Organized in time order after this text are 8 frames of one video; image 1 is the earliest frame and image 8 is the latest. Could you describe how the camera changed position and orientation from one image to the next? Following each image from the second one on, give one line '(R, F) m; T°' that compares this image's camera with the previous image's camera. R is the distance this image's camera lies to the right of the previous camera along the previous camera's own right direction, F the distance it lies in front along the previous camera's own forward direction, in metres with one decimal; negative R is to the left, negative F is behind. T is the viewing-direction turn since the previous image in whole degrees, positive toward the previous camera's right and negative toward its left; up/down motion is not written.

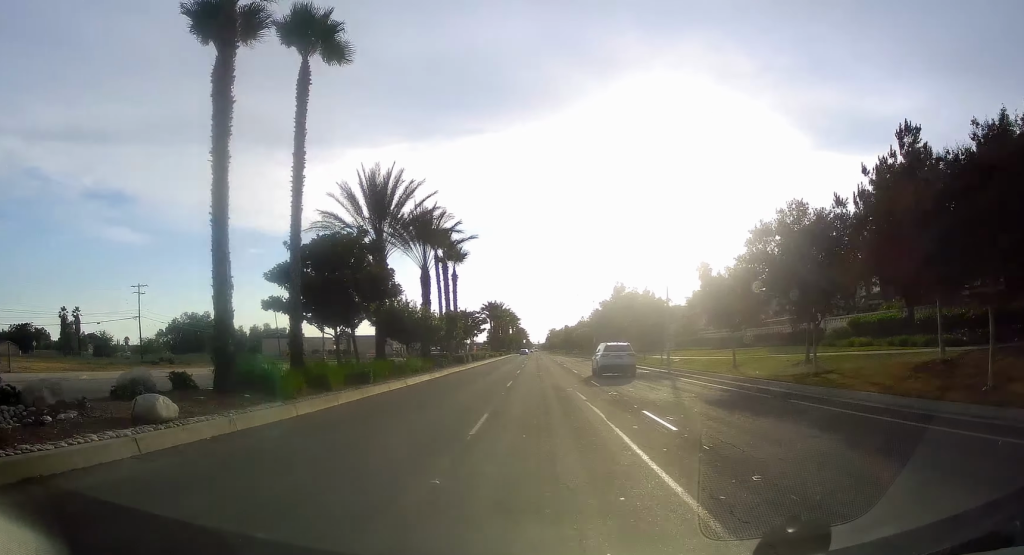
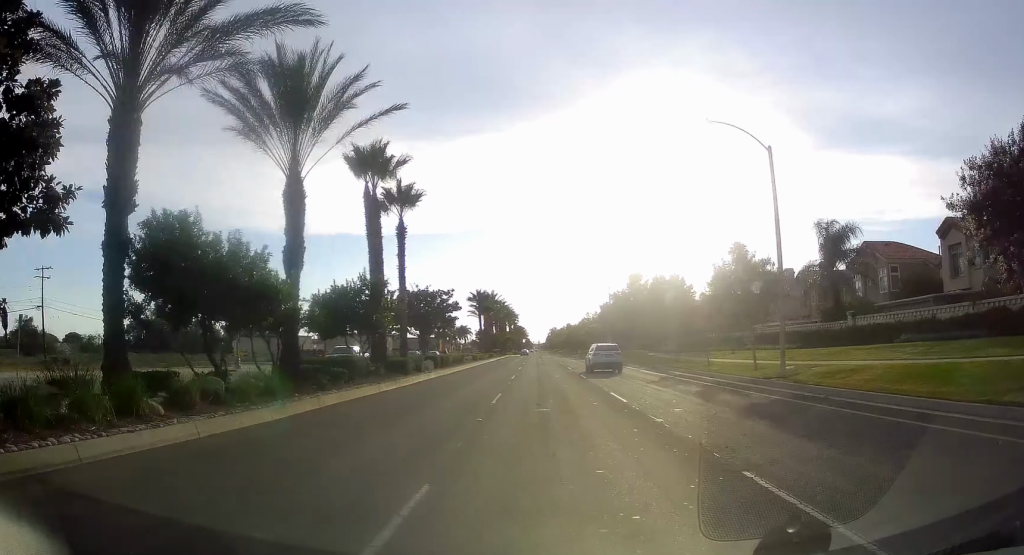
(0.0, +23.0) m; 0°
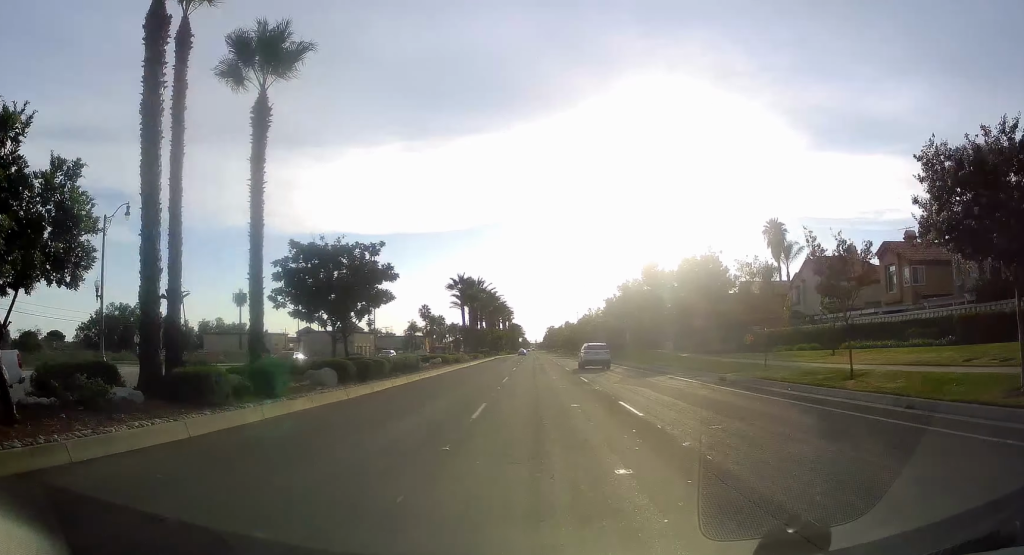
(0.0, +18.4) m; 0°
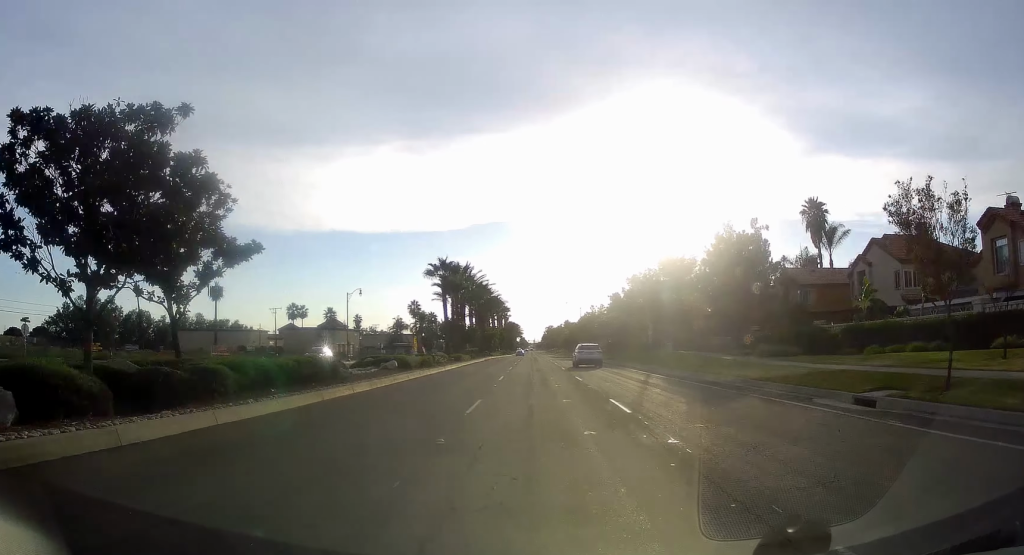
(0.0, +13.9) m; 0°
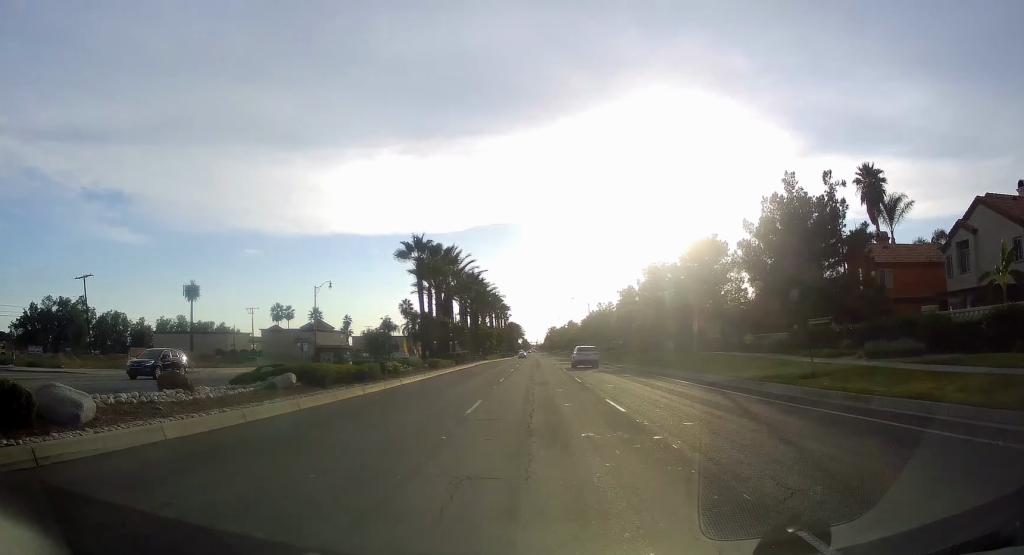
(0.0, +14.0) m; 0°
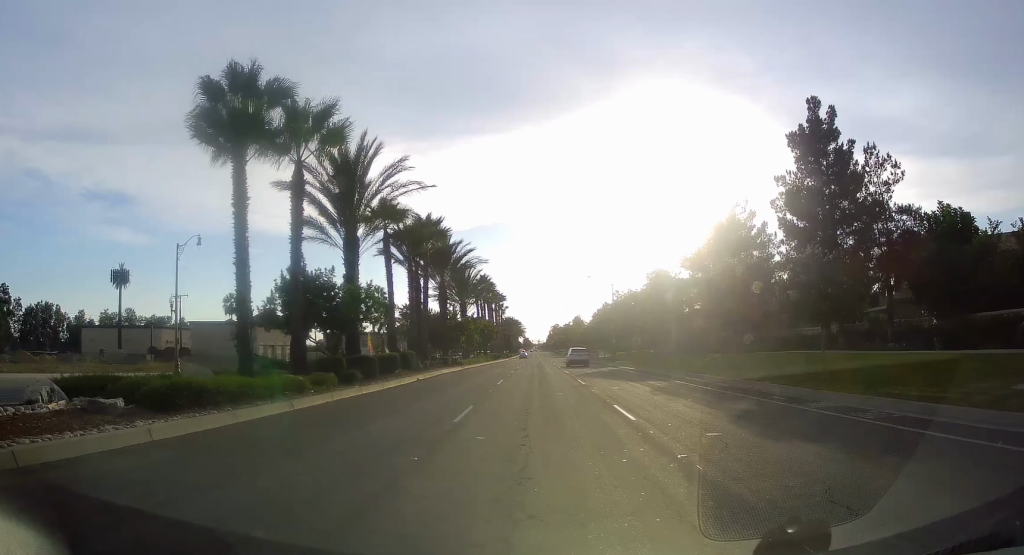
(0.0, +31.0) m; 0°
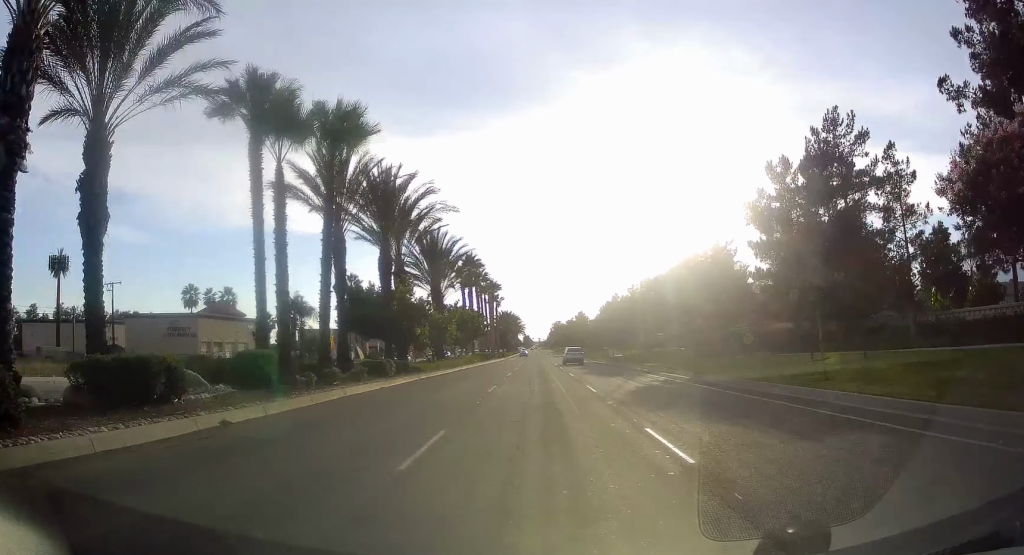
(0.0, +19.9) m; 0°
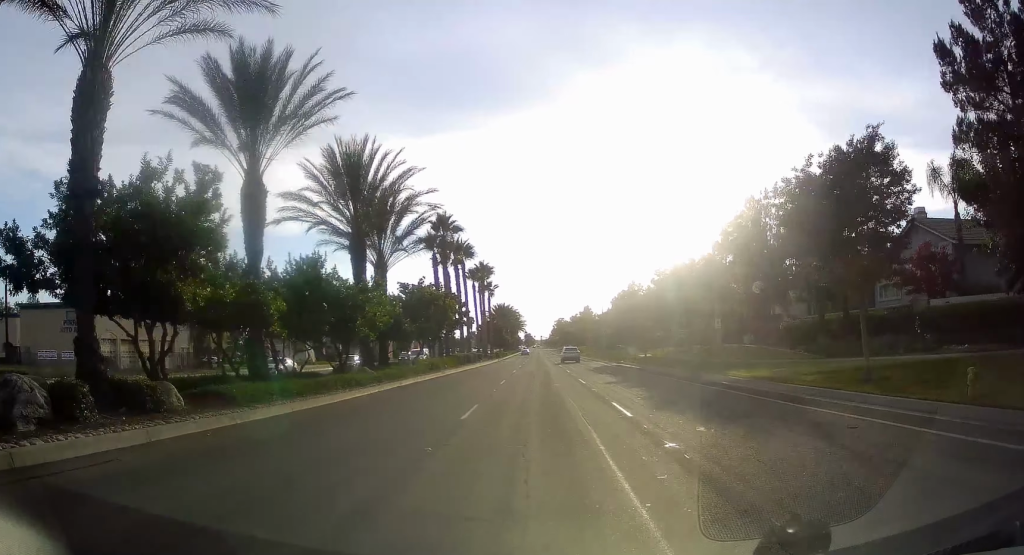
(0.0, +22.8) m; -1°
